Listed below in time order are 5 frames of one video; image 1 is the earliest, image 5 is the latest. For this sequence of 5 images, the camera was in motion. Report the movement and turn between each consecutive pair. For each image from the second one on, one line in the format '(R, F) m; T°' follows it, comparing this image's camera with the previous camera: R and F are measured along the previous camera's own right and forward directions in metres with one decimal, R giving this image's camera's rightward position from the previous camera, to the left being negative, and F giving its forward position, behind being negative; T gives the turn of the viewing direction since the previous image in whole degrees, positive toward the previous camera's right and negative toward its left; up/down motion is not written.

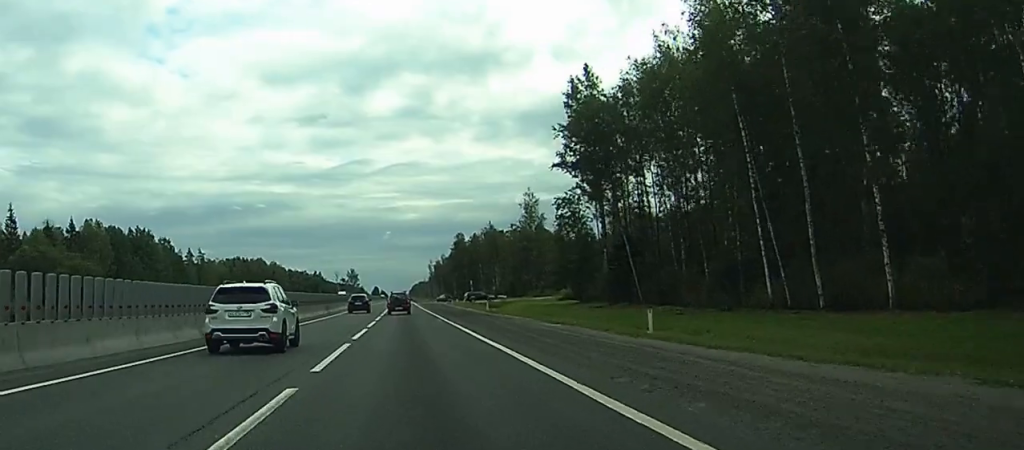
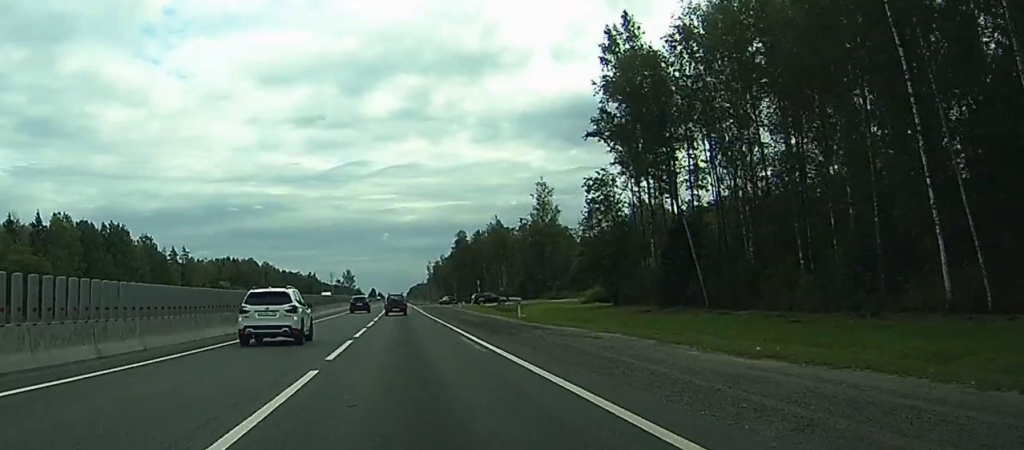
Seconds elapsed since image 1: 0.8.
(0.0, +20.3) m; 0°
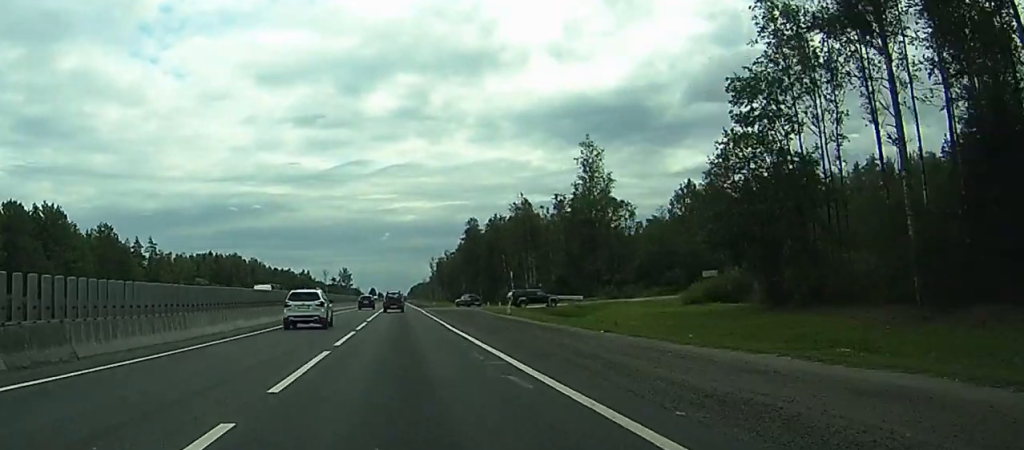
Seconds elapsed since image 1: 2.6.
(+0.1, +43.0) m; 0°
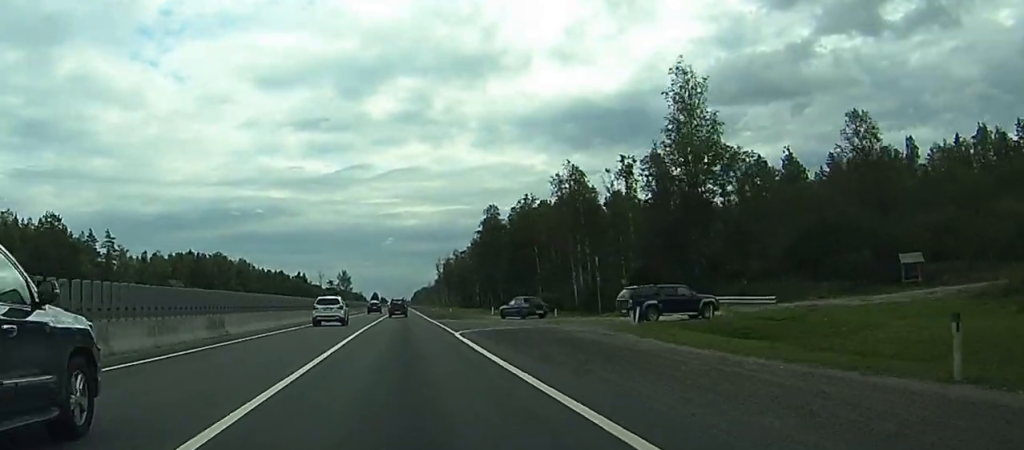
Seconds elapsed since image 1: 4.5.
(-0.2, +42.7) m; -1°
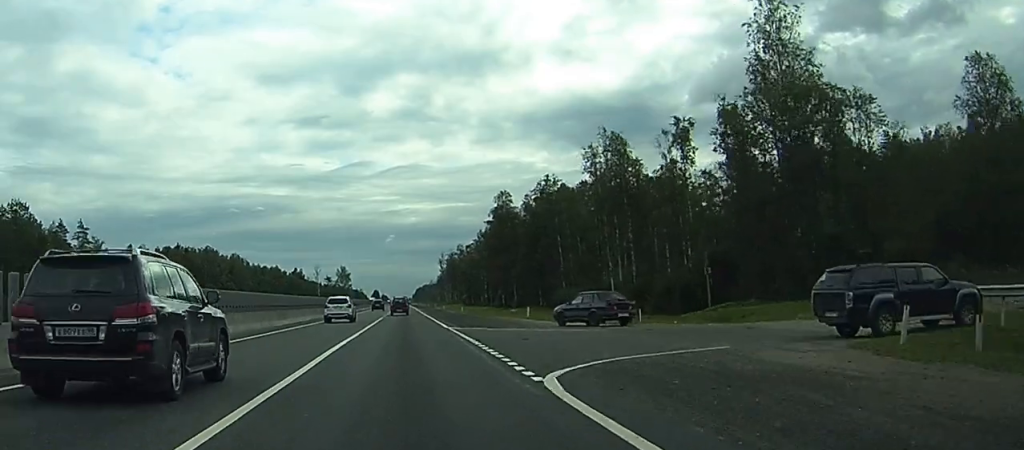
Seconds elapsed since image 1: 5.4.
(0.0, +20.5) m; 0°
